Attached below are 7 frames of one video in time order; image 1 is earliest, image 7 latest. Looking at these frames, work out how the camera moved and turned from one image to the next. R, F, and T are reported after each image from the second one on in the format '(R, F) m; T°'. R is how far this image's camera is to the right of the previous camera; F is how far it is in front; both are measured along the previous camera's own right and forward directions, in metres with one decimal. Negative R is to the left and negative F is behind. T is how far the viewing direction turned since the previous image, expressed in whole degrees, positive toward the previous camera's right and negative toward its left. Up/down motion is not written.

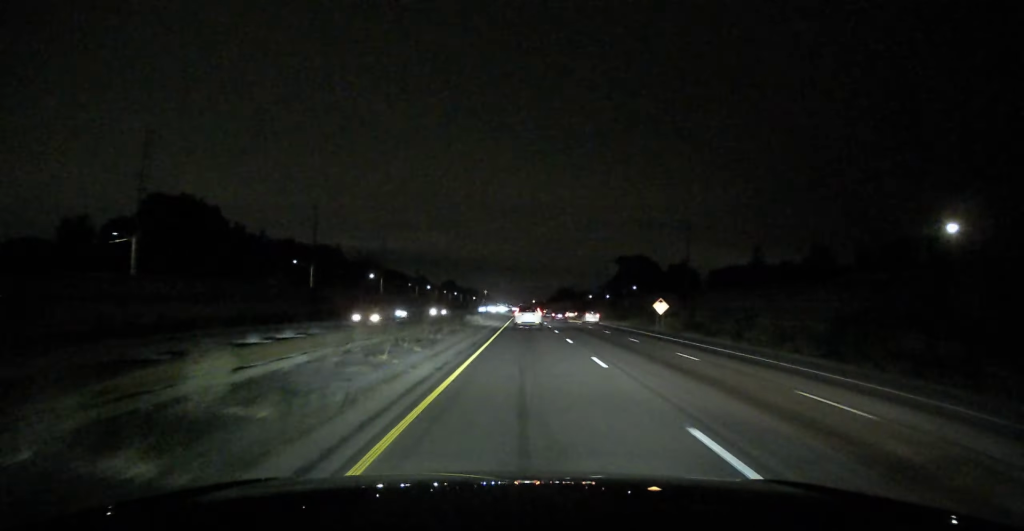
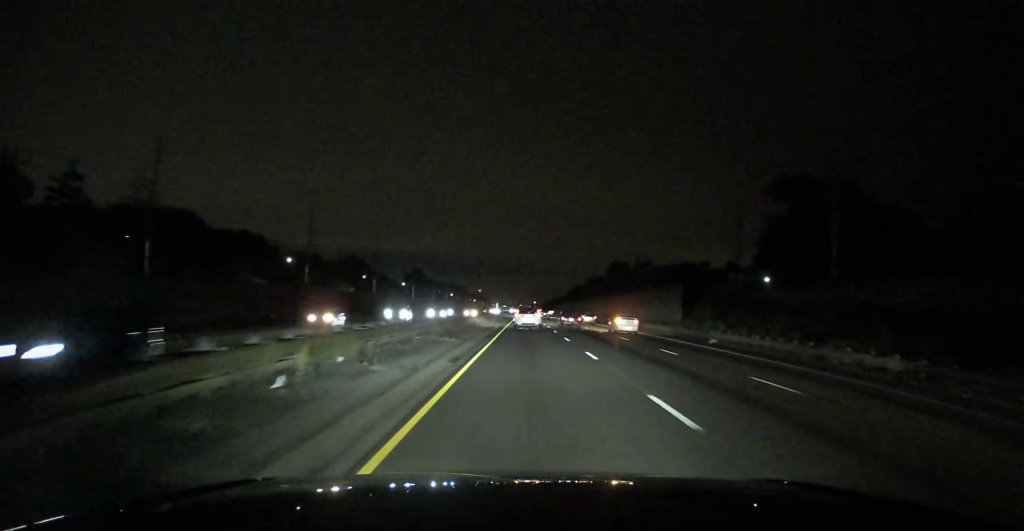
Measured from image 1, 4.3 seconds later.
(-0.4, +148.5) m; 0°
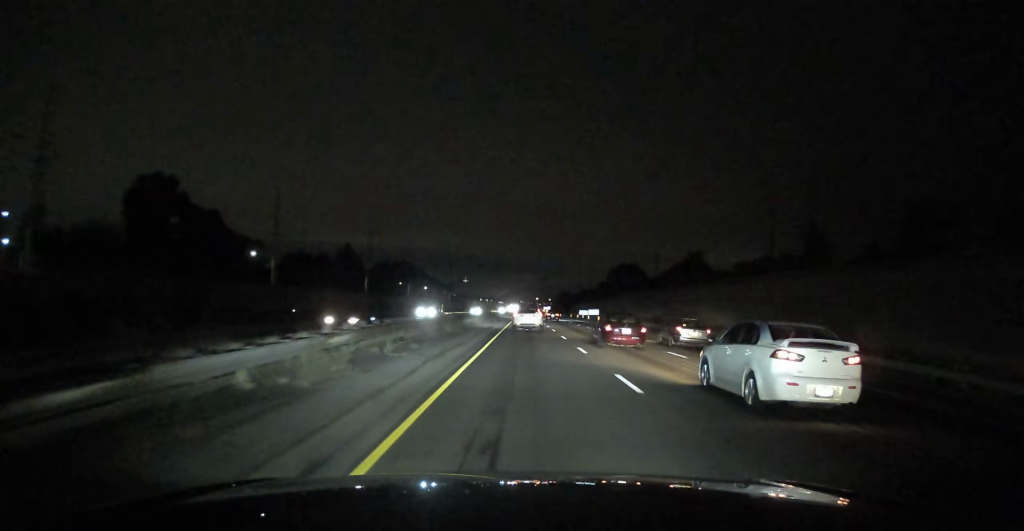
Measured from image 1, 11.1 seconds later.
(-0.6, +232.2) m; 0°
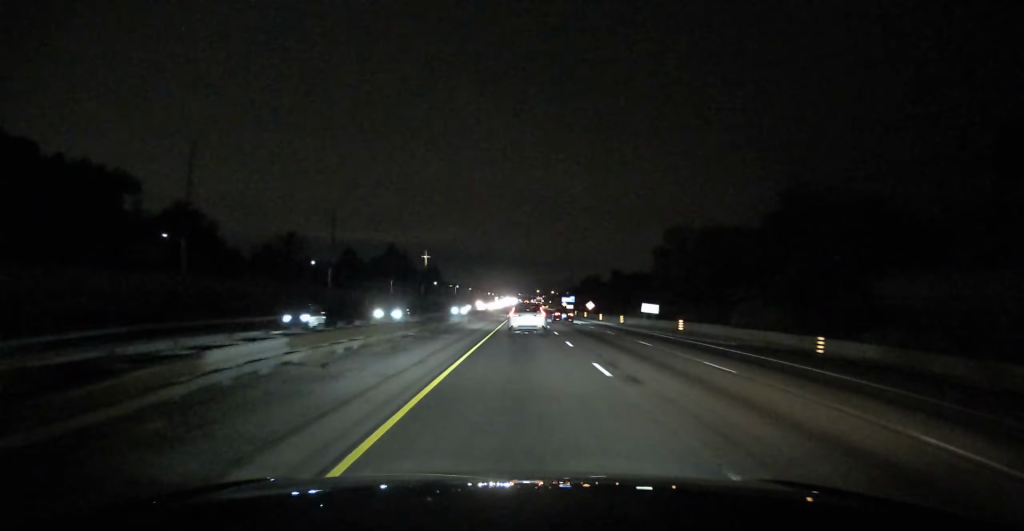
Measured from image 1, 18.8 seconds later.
(0.0, +259.7) m; 0°
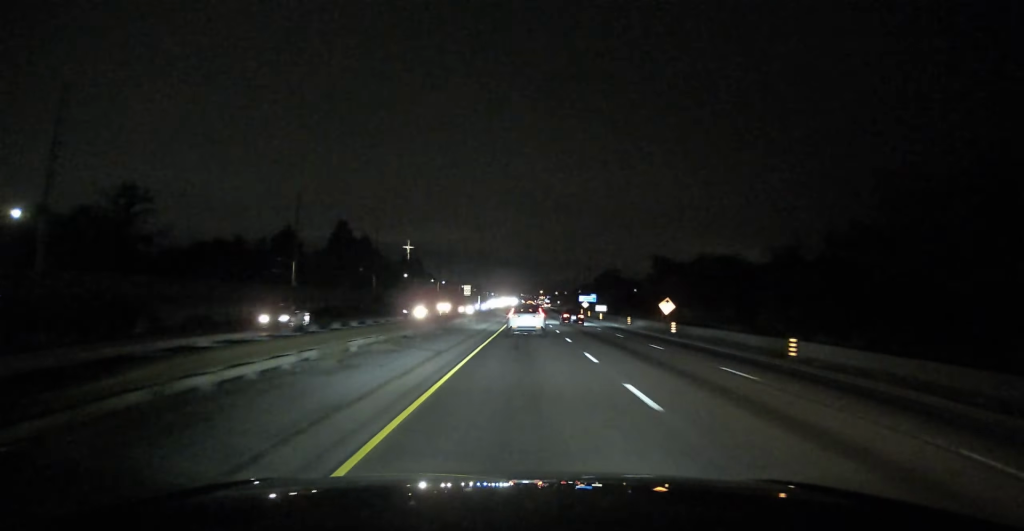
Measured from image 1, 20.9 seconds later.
(-0.1, +72.0) m; 0°
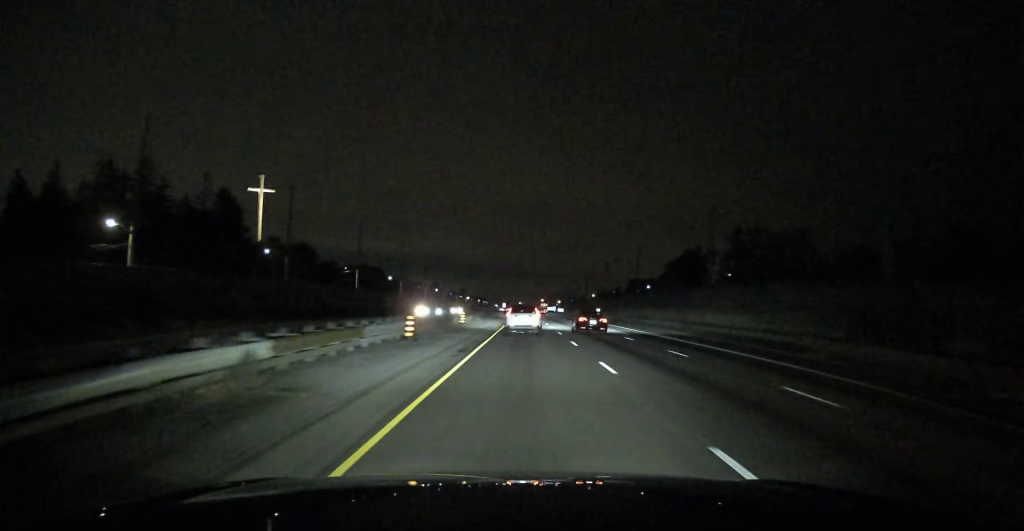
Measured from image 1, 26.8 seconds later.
(-0.3, +192.7) m; 0°
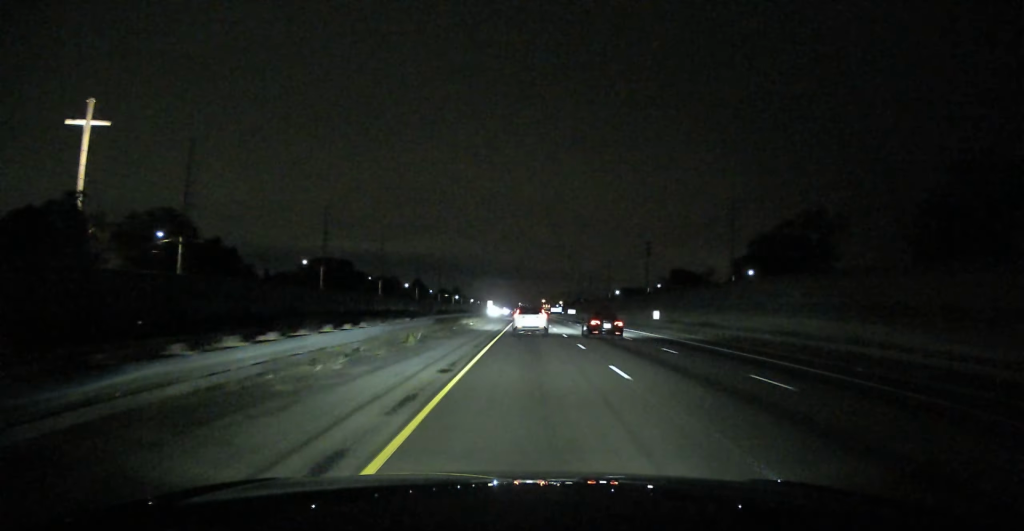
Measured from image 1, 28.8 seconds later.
(0.0, +68.1) m; 0°
